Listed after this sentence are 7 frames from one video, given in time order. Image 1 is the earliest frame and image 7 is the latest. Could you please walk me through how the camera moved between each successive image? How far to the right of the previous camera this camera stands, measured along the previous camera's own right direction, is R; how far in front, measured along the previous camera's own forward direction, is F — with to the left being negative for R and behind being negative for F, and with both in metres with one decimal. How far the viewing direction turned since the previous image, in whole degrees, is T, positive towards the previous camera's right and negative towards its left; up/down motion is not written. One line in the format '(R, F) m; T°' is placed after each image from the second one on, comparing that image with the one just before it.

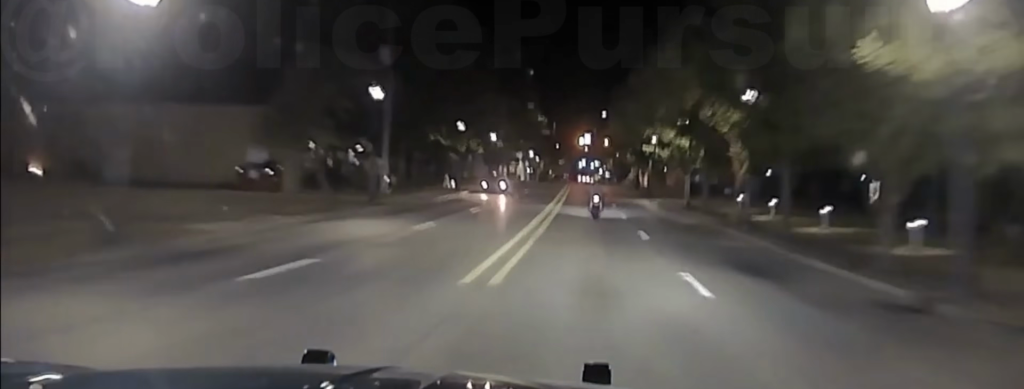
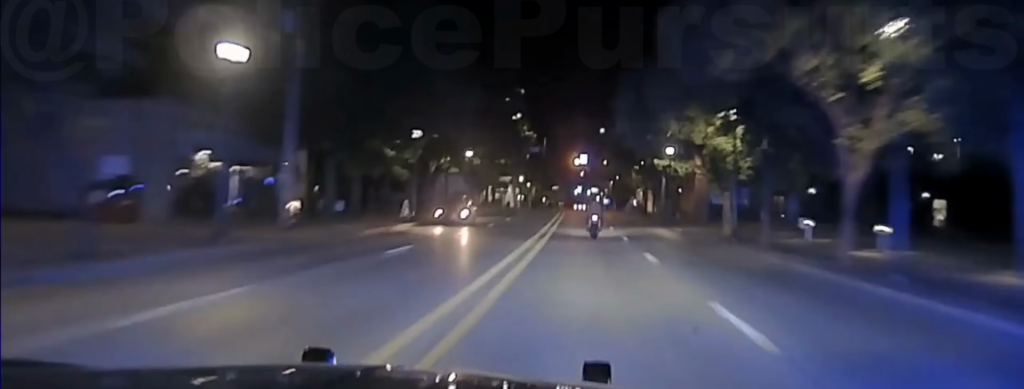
(0.0, +15.7) m; 0°
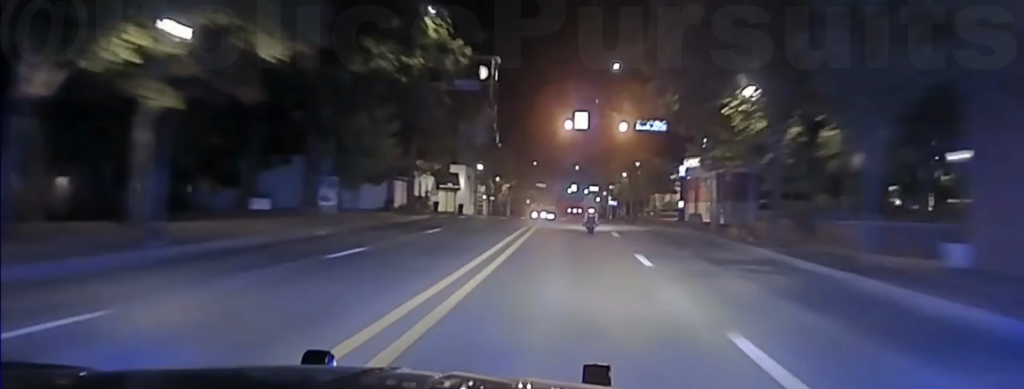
(0.0, +52.6) m; 0°
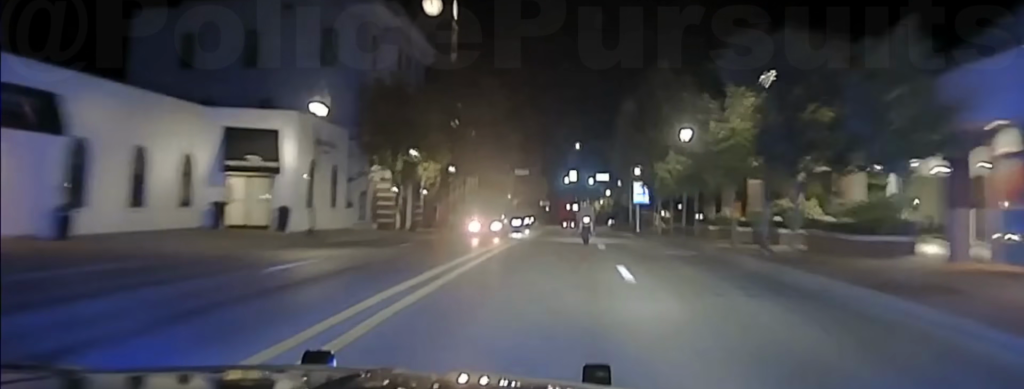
(+0.4, +53.2) m; +1°
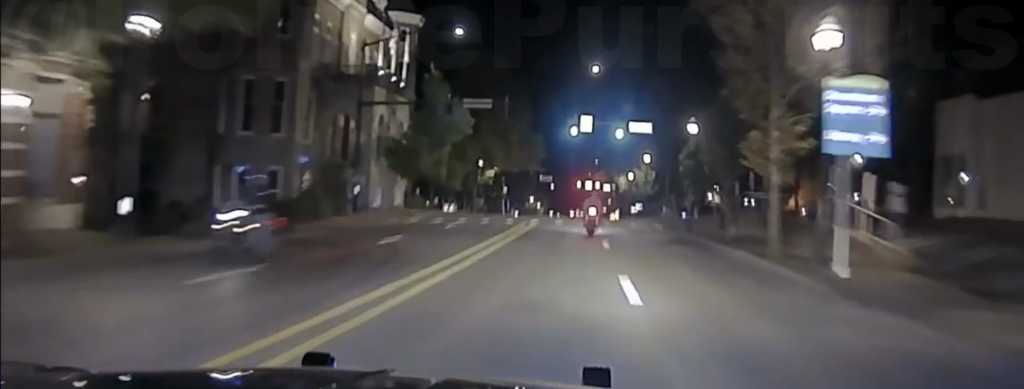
(-0.6, +50.5) m; -1°
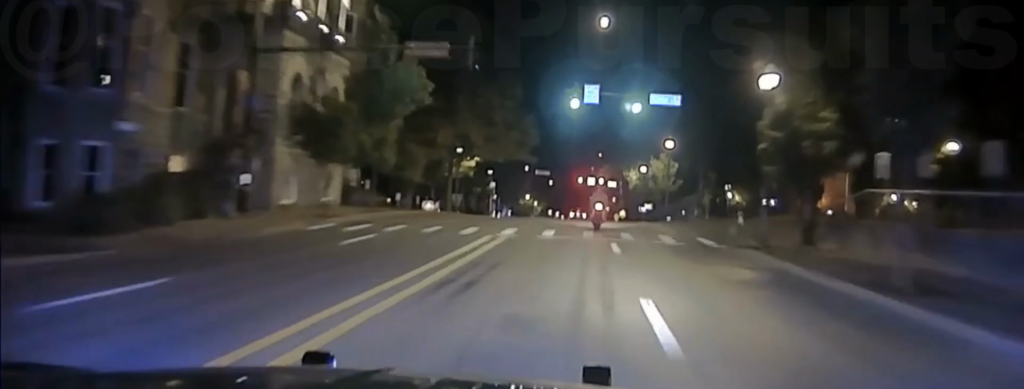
(-0.2, +16.2) m; +1°
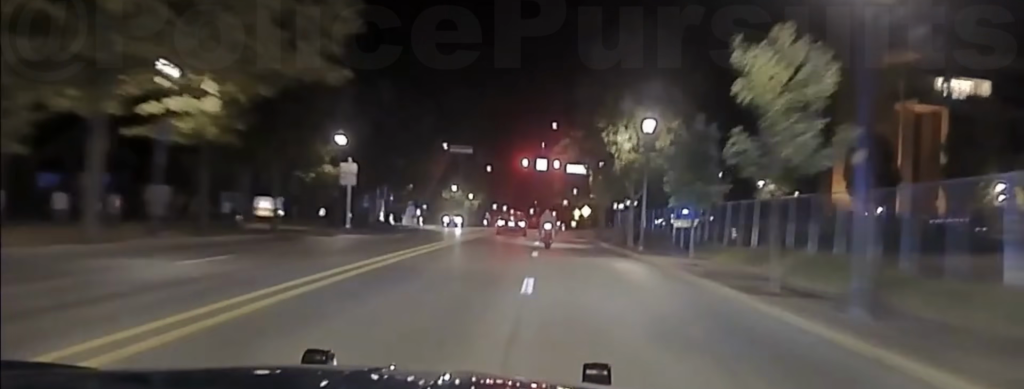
(+1.2, +41.9) m; +1°
